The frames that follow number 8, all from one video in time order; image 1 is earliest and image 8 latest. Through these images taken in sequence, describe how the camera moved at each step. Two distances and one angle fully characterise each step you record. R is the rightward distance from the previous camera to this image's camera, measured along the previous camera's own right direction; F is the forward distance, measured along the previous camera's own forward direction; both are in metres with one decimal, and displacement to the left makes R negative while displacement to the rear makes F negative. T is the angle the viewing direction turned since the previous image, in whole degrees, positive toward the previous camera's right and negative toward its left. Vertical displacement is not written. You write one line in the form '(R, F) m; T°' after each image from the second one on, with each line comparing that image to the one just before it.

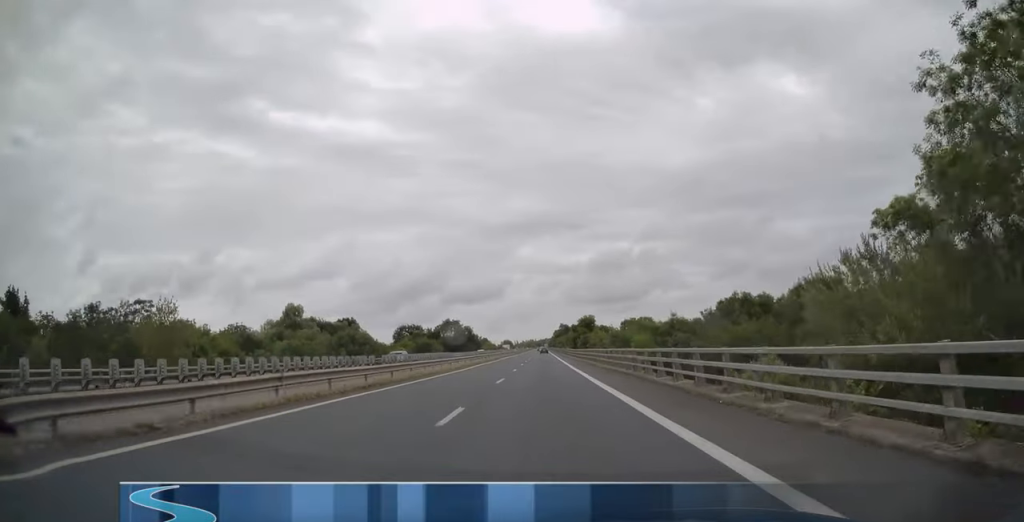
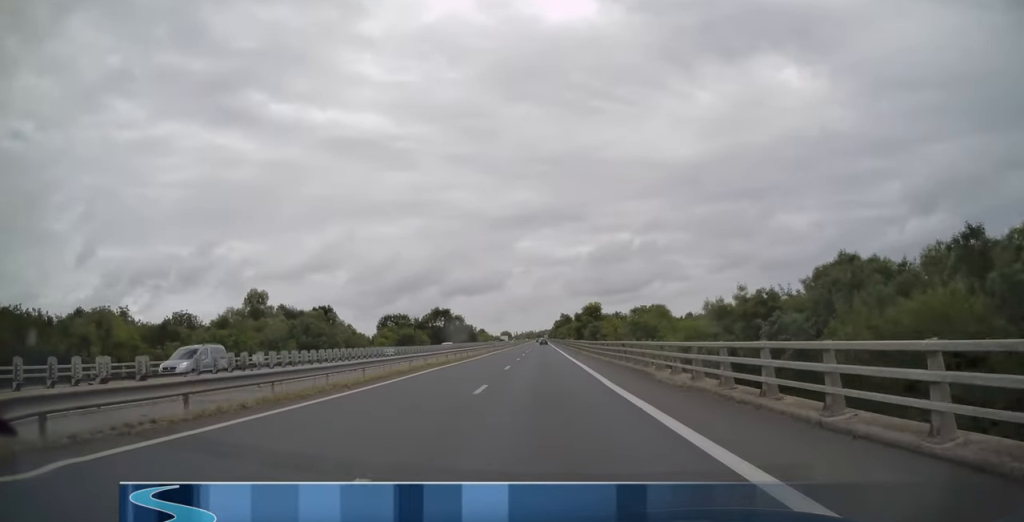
(0.0, +20.3) m; 0°
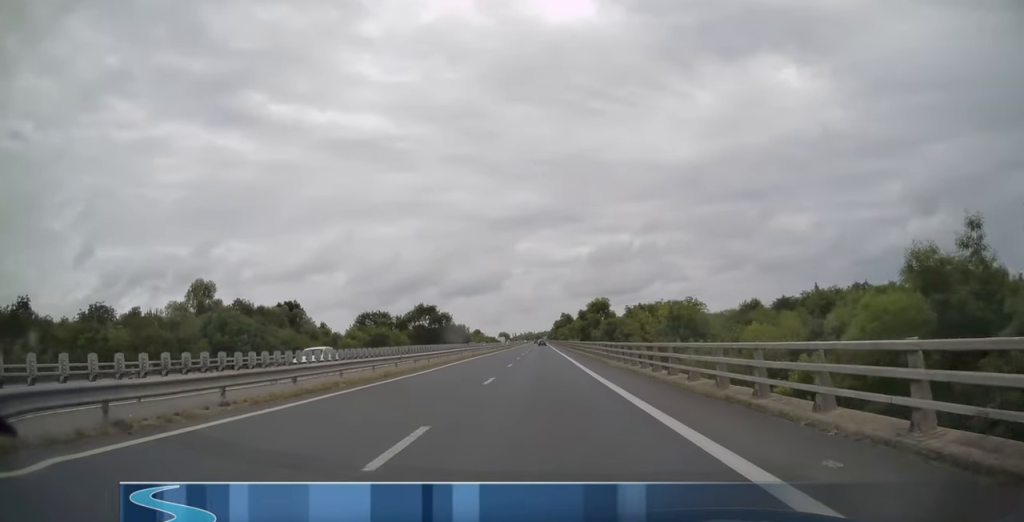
(0.0, +22.5) m; 0°
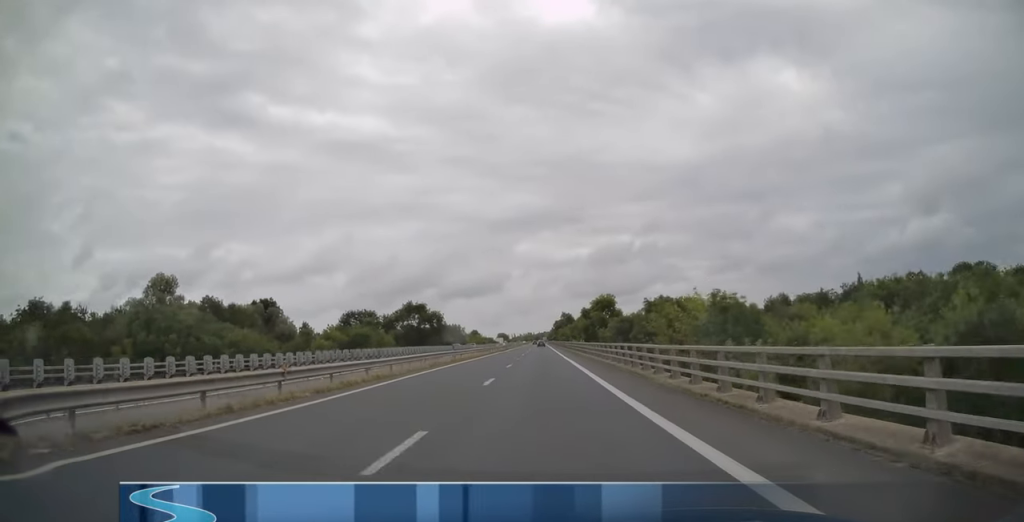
(0.0, +12.8) m; 0°
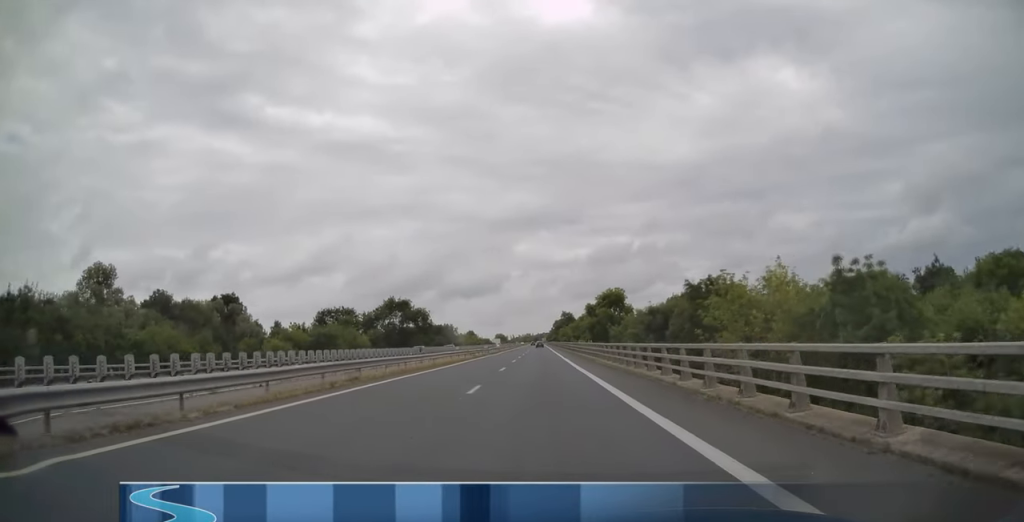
(0.0, +16.6) m; 0°
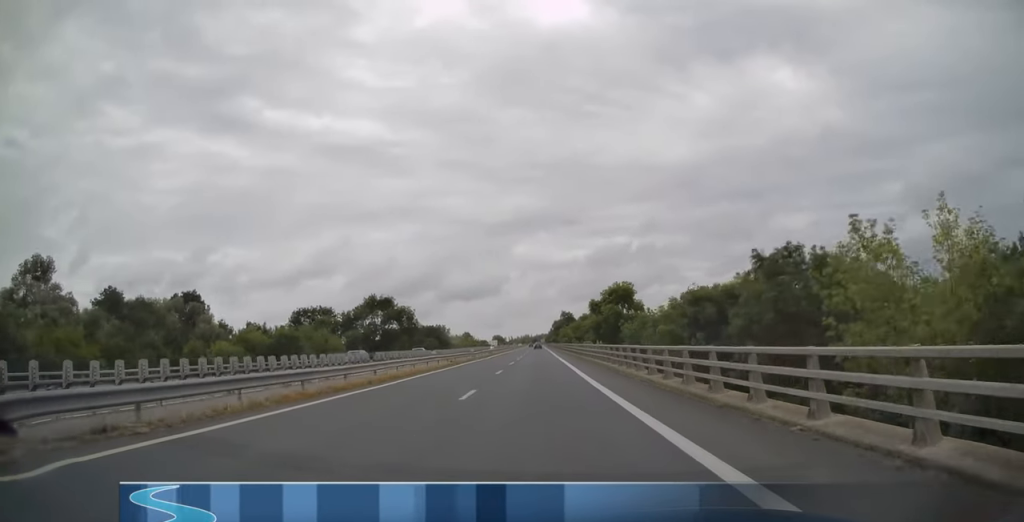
(0.0, +13.4) m; 0°
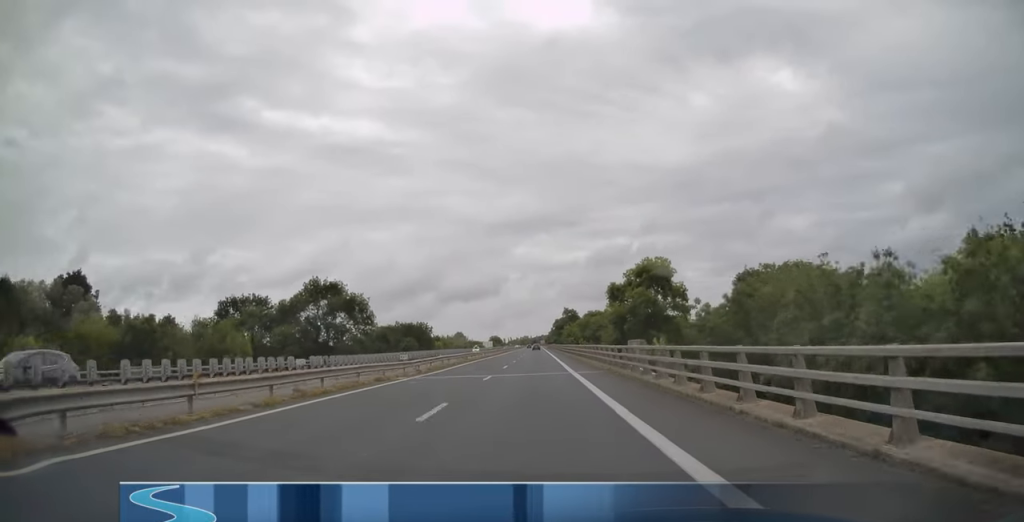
(0.0, +30.0) m; 0°
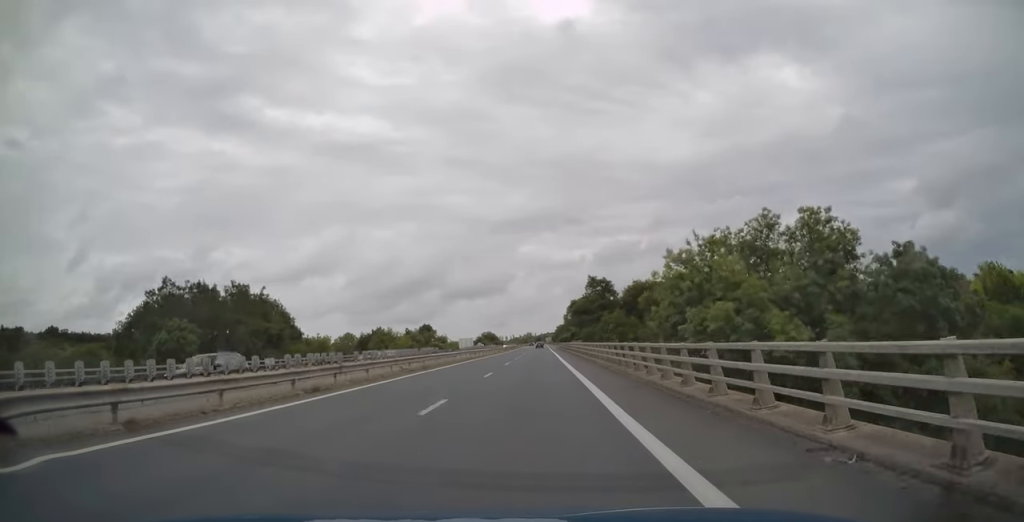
(-0.1, +102.8) m; 0°
